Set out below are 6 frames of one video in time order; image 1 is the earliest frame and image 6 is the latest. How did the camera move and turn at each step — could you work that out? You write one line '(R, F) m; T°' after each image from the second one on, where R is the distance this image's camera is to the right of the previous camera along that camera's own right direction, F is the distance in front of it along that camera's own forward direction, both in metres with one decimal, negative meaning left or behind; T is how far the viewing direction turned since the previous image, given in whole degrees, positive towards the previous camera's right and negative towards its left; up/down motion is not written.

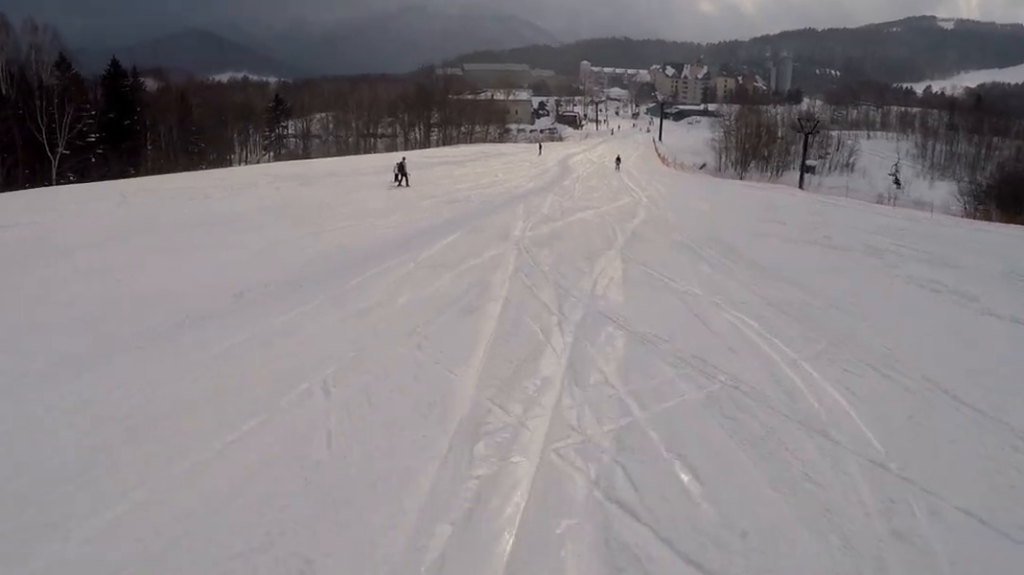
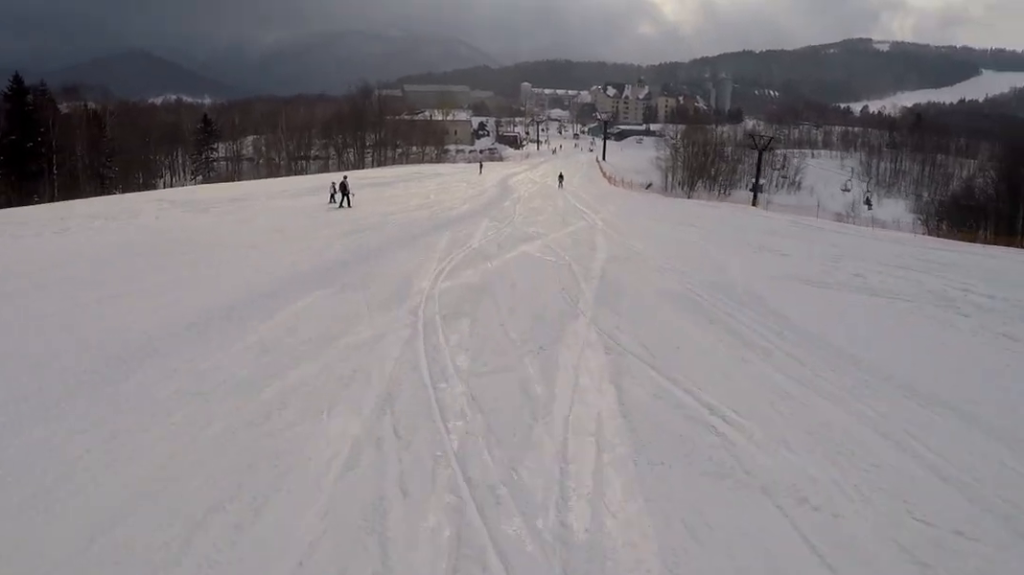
(0.0, +6.7) m; +1°
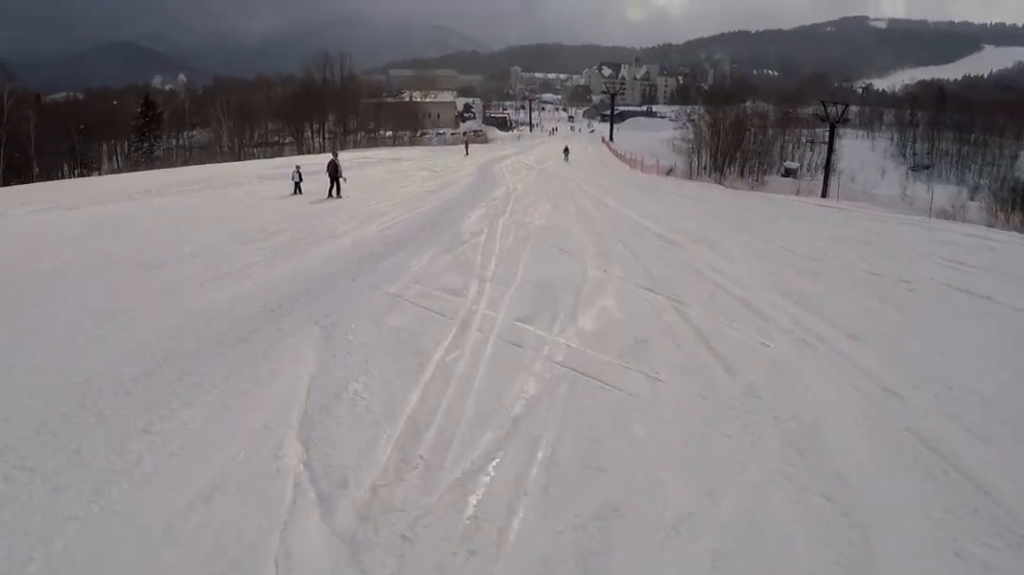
(+1.4, +23.3) m; 0°
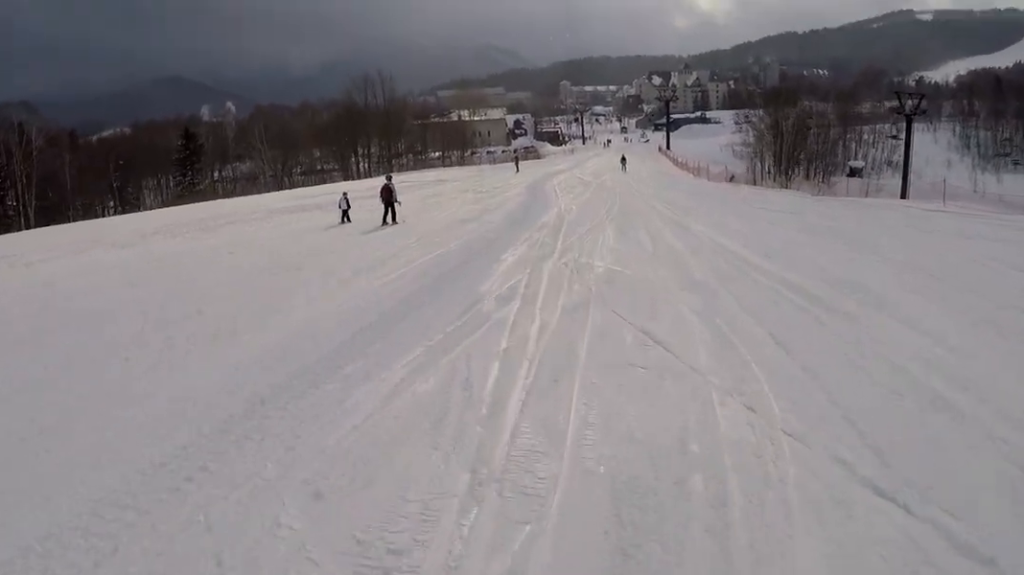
(-0.3, +5.3) m; -2°
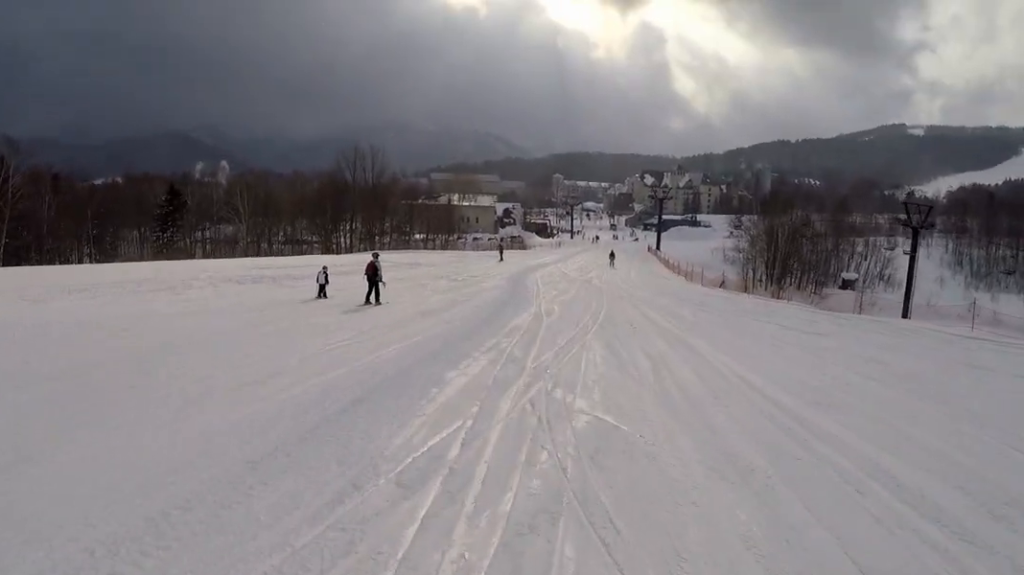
(-0.2, +3.9) m; -1°
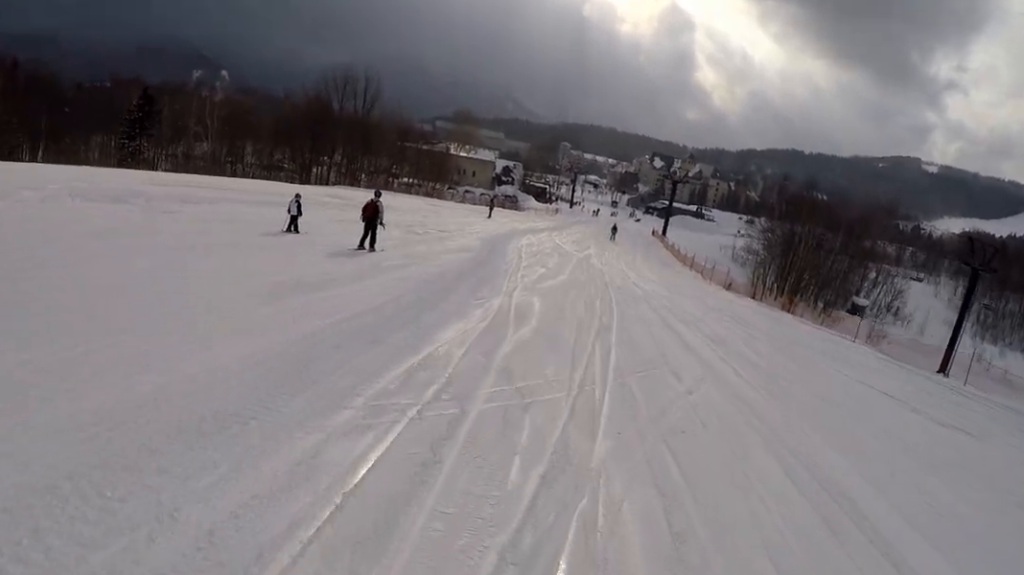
(+0.3, +10.0) m; +1°
